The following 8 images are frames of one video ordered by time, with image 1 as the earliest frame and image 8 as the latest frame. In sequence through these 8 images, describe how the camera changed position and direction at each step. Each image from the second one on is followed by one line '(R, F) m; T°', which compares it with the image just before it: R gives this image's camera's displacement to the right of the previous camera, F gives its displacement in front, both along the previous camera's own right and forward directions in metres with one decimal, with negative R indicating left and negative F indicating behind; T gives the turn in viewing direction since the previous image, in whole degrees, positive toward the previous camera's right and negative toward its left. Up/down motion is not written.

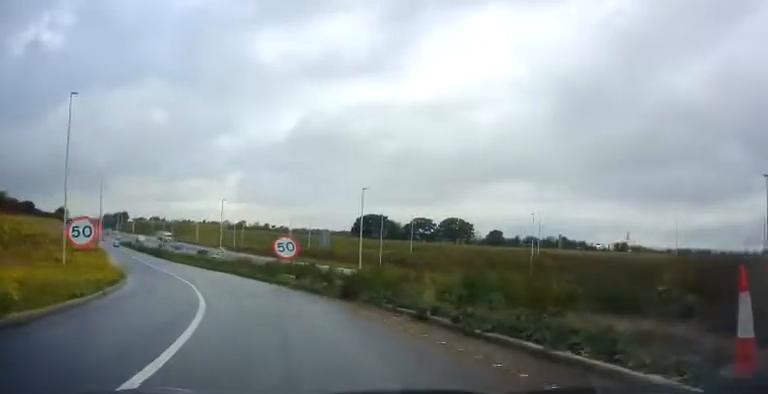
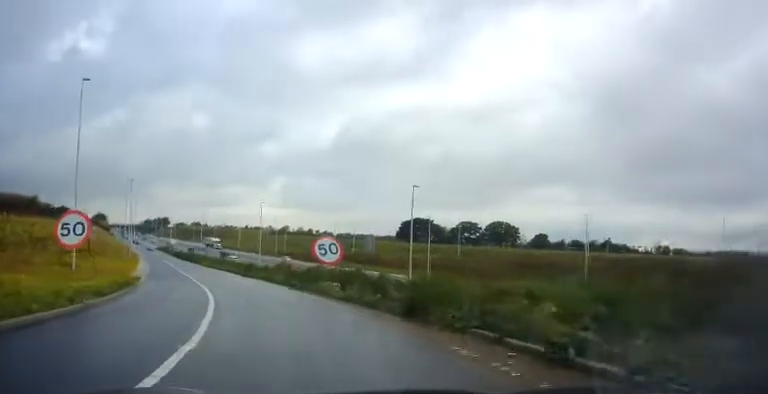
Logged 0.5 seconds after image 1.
(-0.2, +4.4) m; -4°
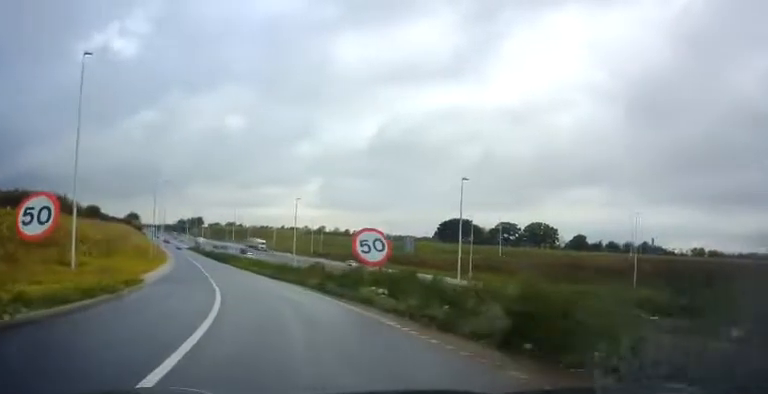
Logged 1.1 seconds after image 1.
(+0.1, +4.5) m; -3°
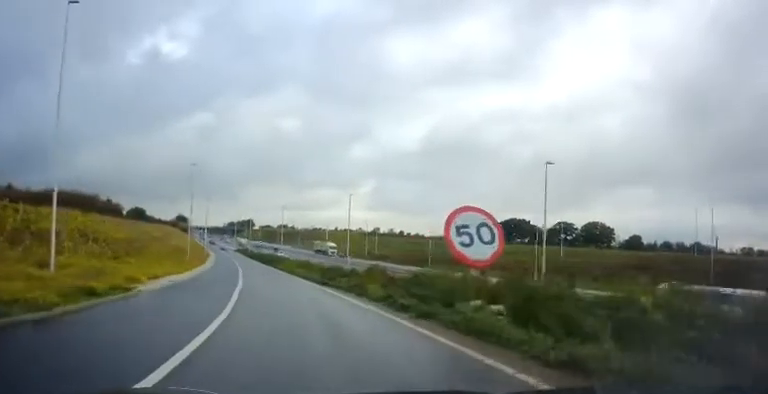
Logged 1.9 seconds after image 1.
(-0.4, +6.9) m; -7°
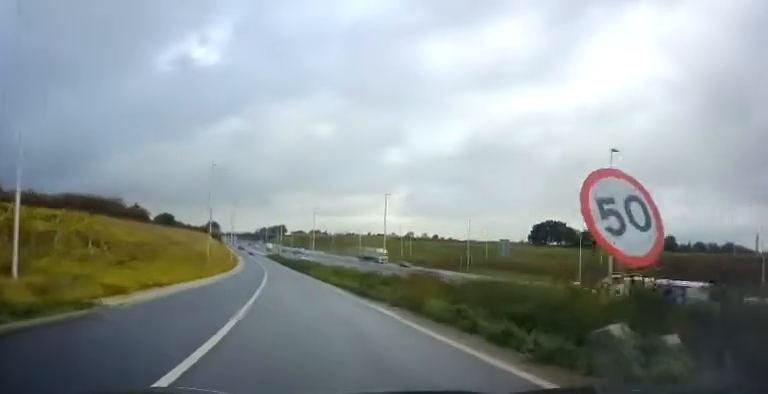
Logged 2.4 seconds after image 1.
(-0.1, +4.8) m; -4°
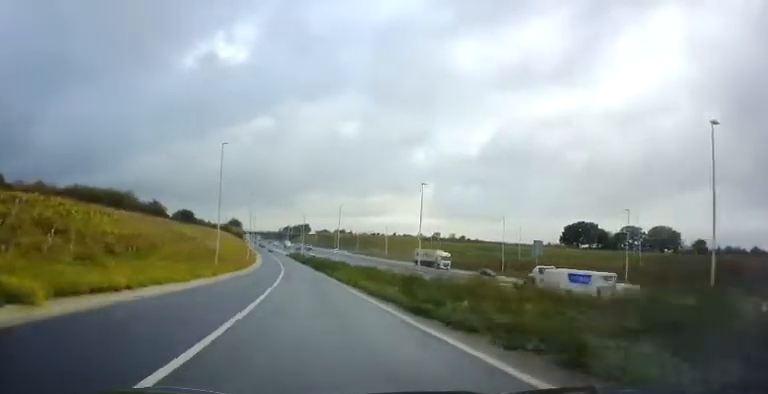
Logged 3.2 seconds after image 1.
(-0.7, +7.6) m; -2°
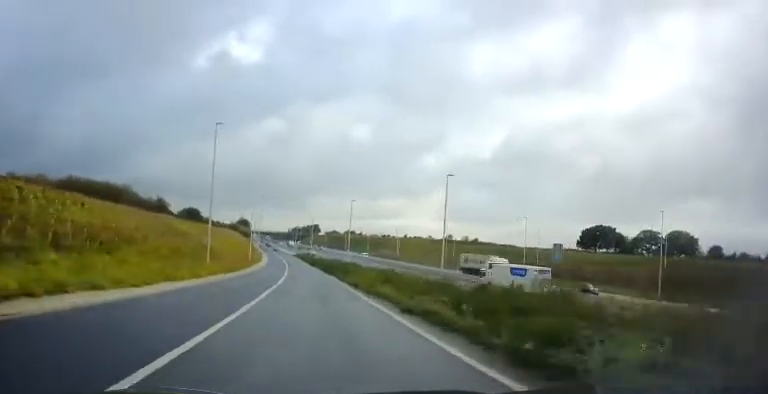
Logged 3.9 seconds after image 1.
(+0.3, +7.0) m; 0°
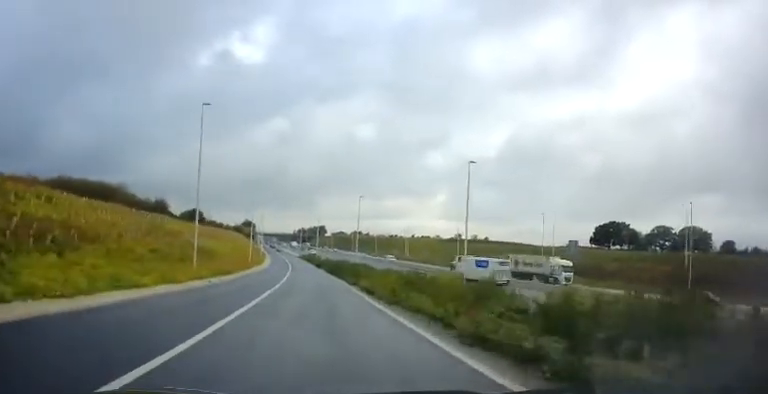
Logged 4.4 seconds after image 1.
(+0.1, +5.8) m; 0°
